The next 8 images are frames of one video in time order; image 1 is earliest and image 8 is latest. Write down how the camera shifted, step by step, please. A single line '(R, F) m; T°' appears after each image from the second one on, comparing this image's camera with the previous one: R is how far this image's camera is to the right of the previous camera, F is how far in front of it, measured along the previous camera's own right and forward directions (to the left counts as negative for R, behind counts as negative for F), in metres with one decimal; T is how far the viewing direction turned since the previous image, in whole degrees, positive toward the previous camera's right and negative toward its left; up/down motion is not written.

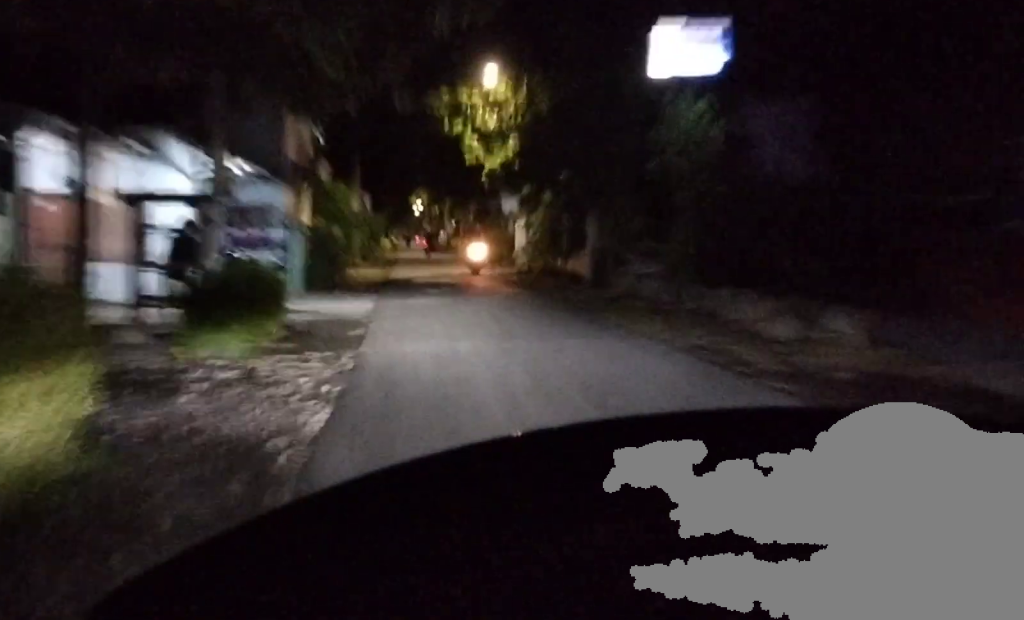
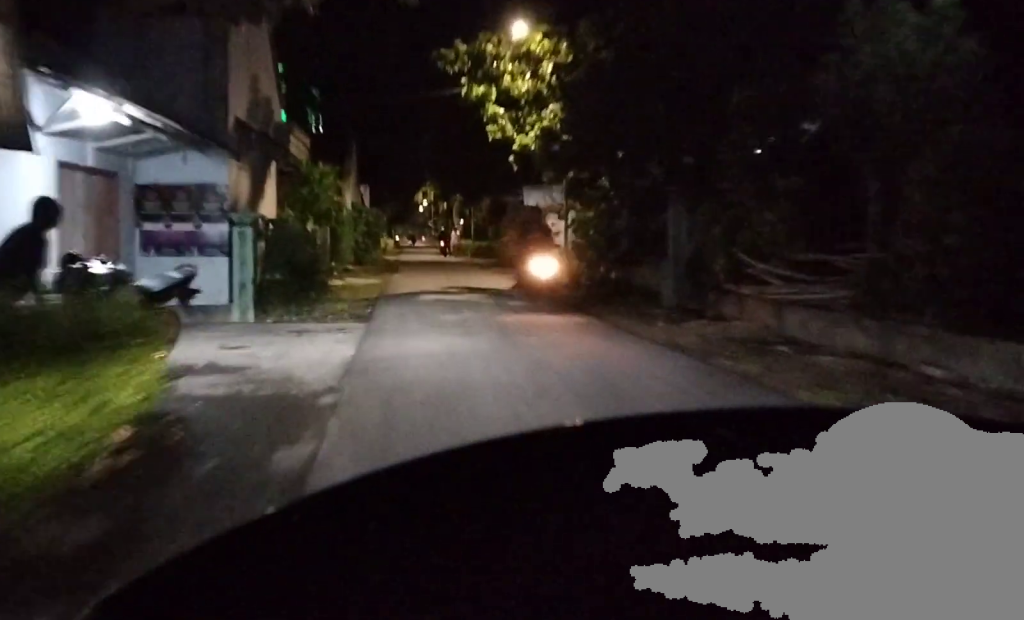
(-0.1, +5.9) m; +1°
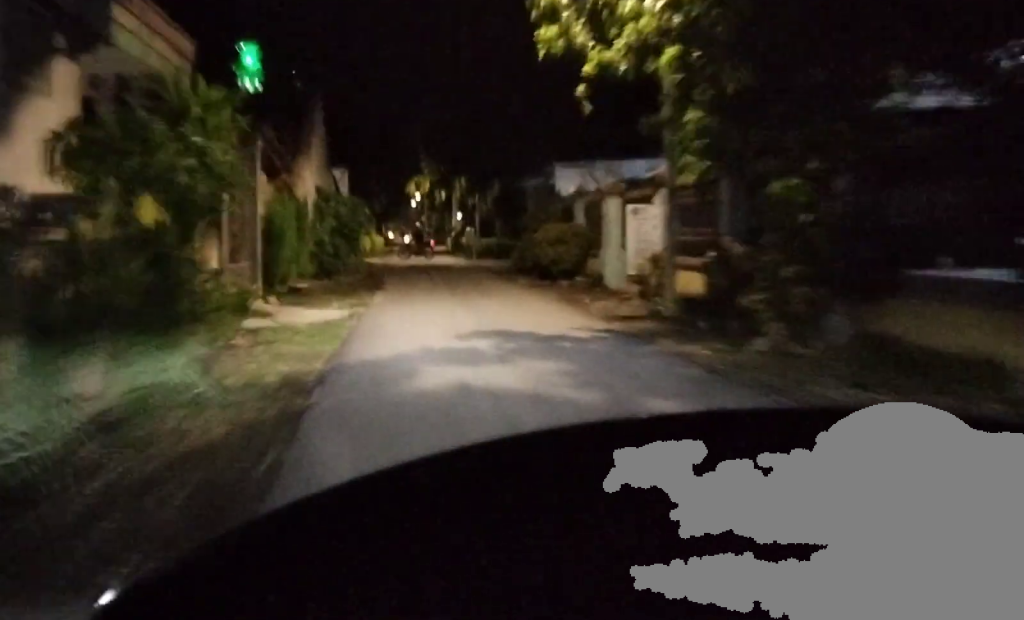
(+0.2, +8.3) m; +1°
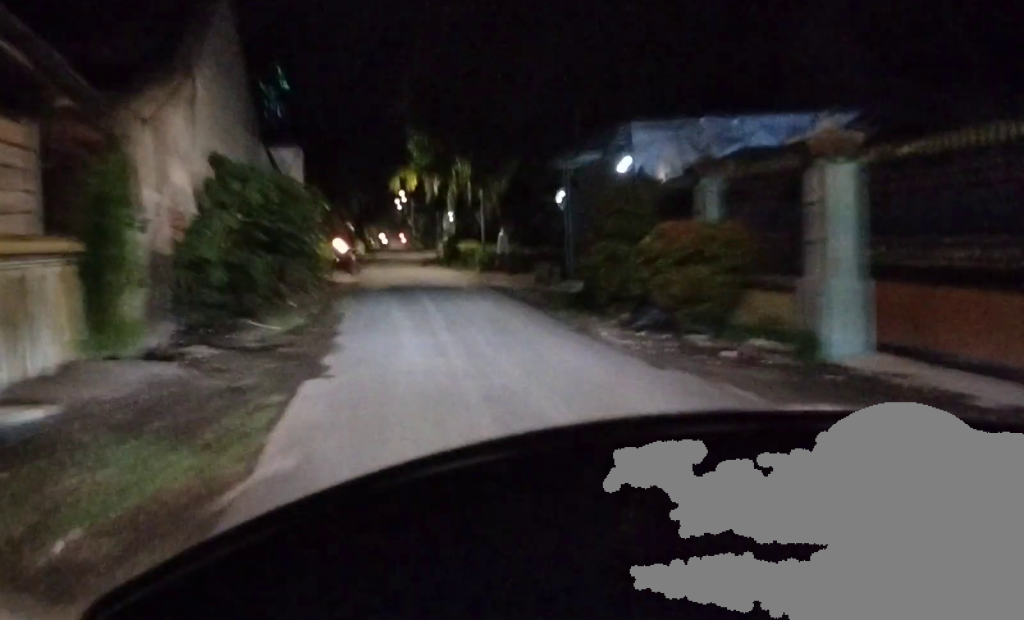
(-0.2, +9.1) m; -2°
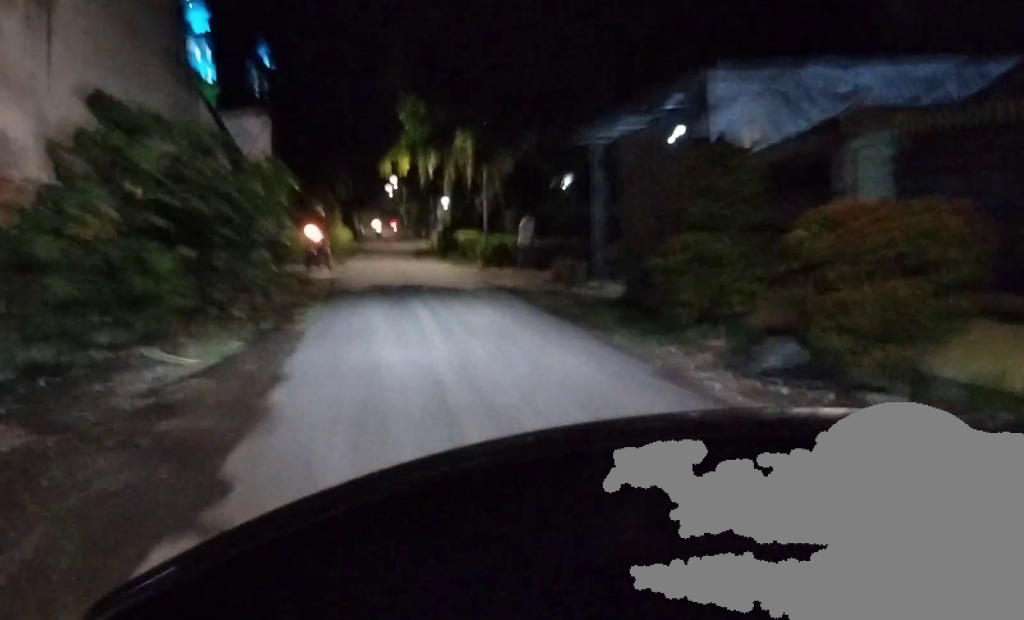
(0.0, +3.4) m; 0°
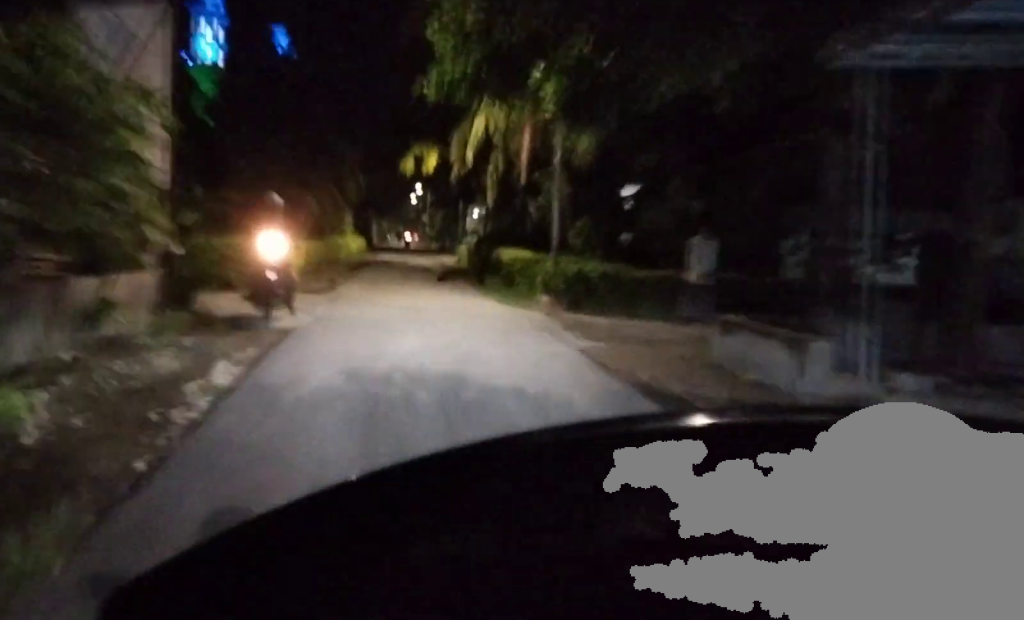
(+0.3, +10.7) m; +3°
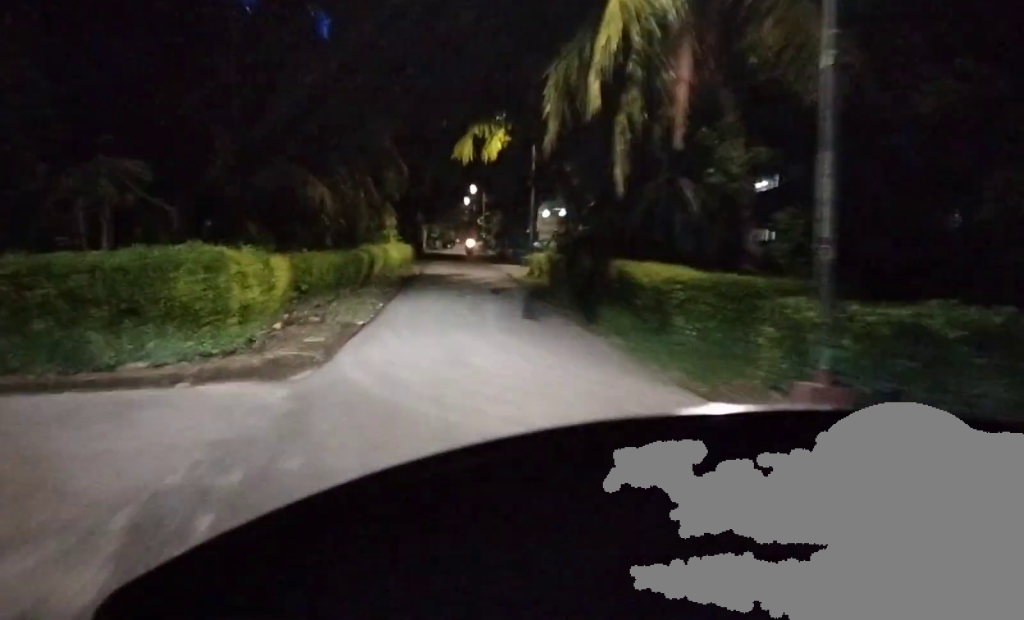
(-0.2, +10.3) m; -2°
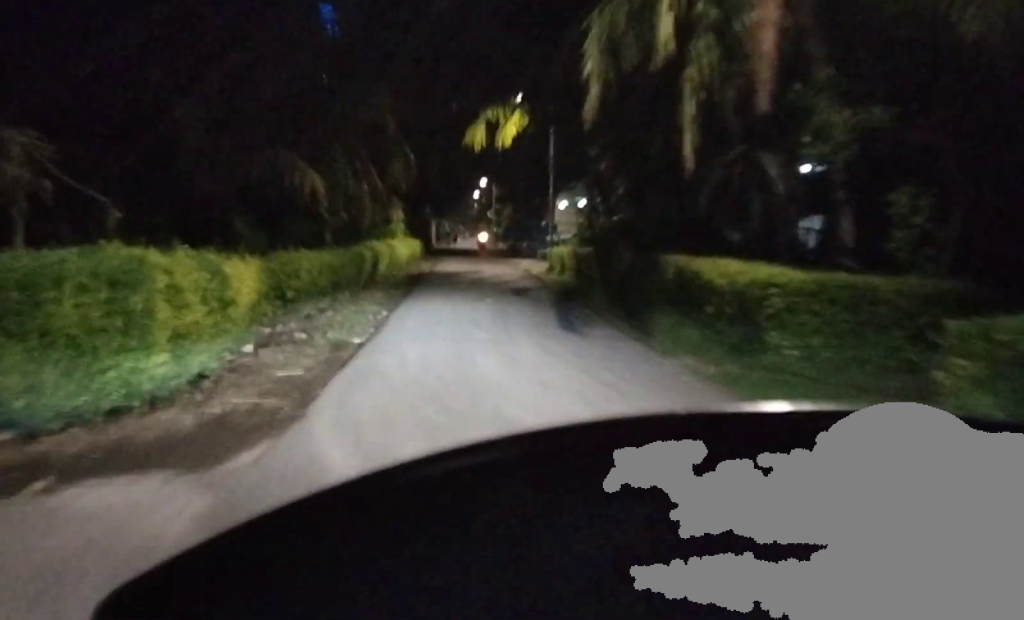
(-0.4, +3.1) m; 0°
